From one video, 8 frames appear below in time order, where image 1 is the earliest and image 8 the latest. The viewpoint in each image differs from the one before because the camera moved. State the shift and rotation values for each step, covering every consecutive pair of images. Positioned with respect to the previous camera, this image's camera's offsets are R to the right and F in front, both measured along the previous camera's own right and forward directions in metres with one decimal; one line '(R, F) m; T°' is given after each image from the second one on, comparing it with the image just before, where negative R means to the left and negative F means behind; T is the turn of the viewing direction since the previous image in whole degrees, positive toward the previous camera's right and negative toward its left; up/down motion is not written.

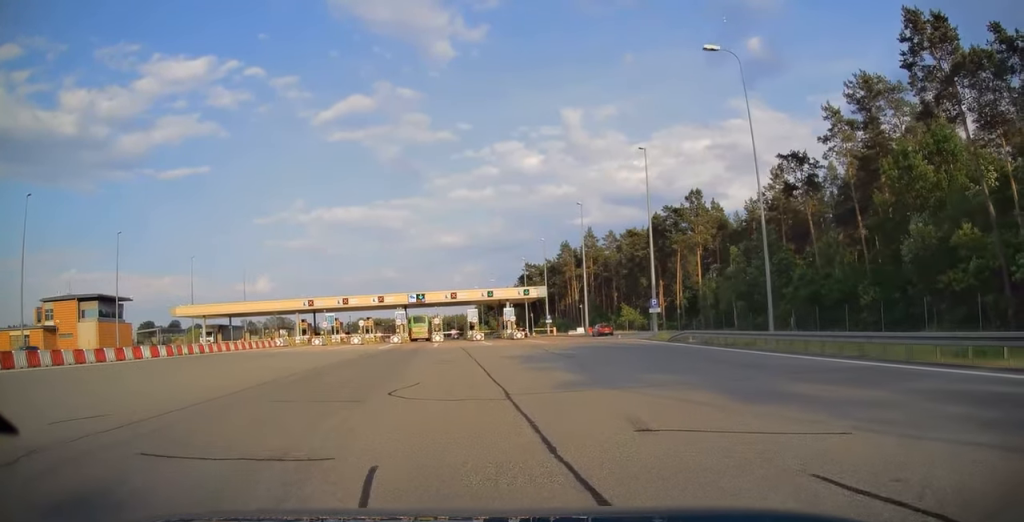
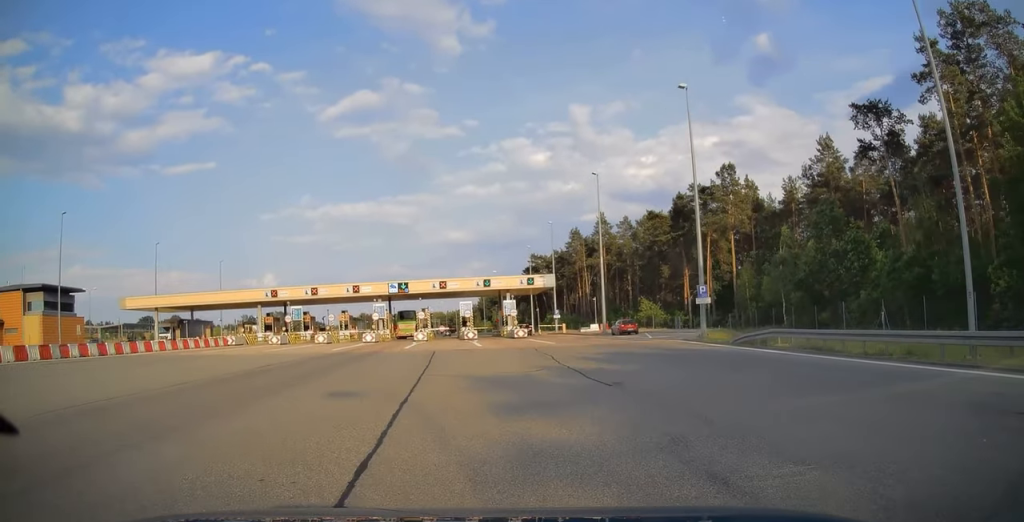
(-0.3, +13.8) m; -1°
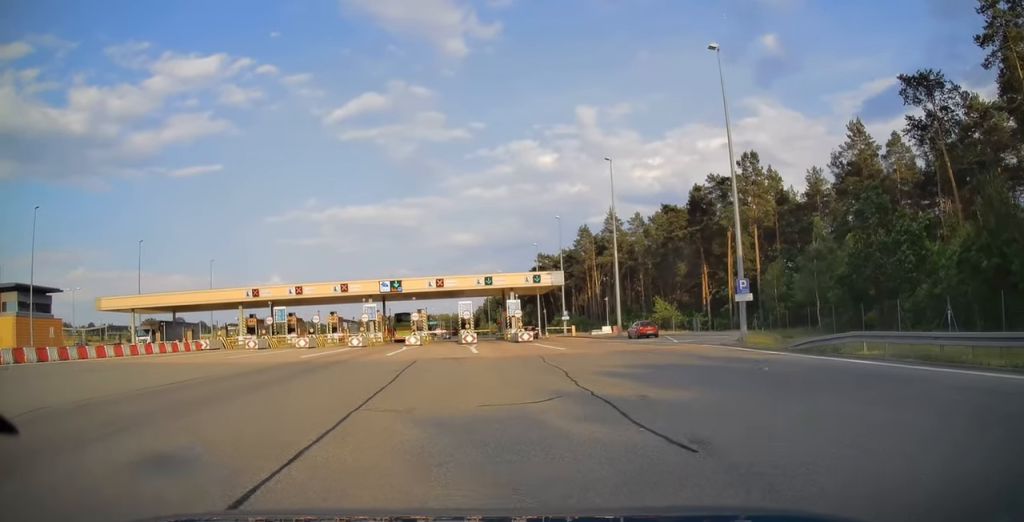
(0.0, +6.6) m; 0°
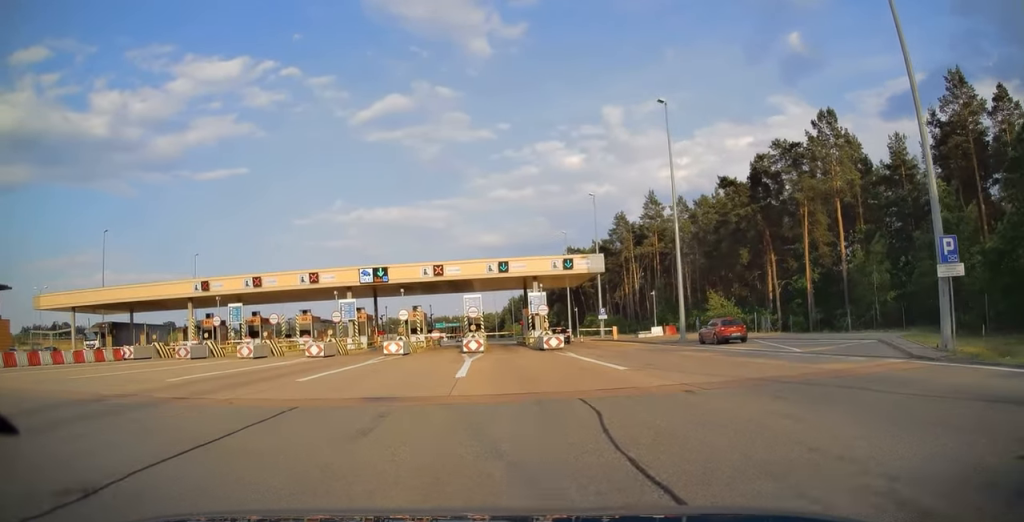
(-0.1, +15.5) m; -3°
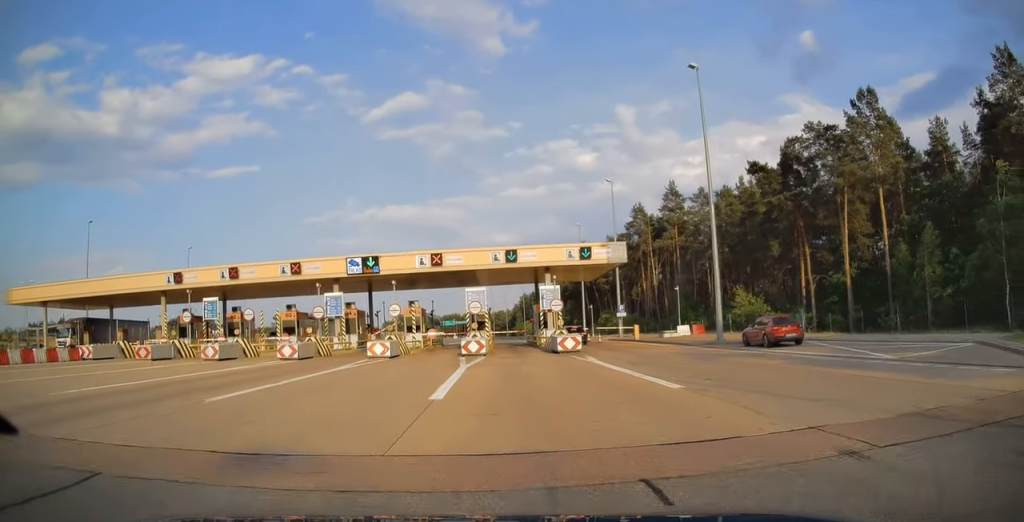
(0.0, +6.0) m; -2°
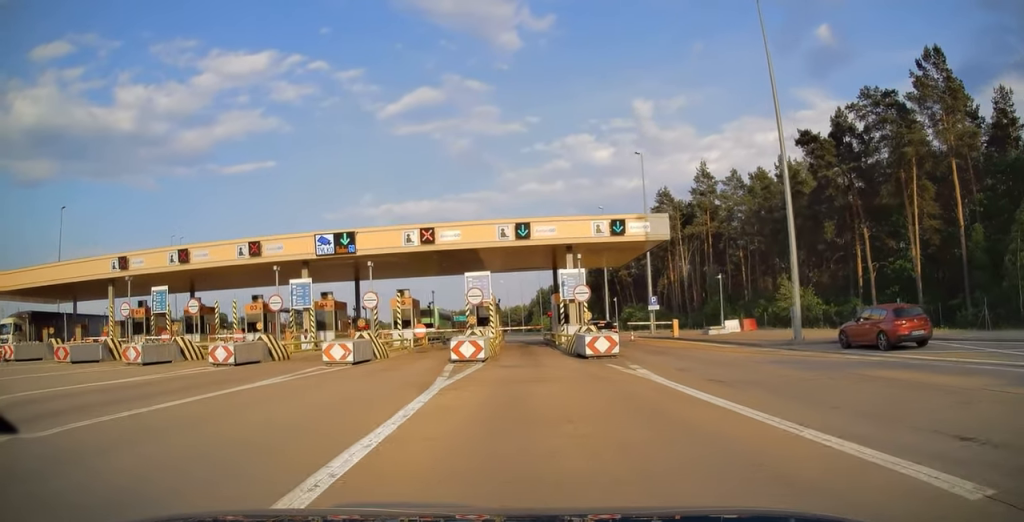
(-0.3, +9.1) m; -1°
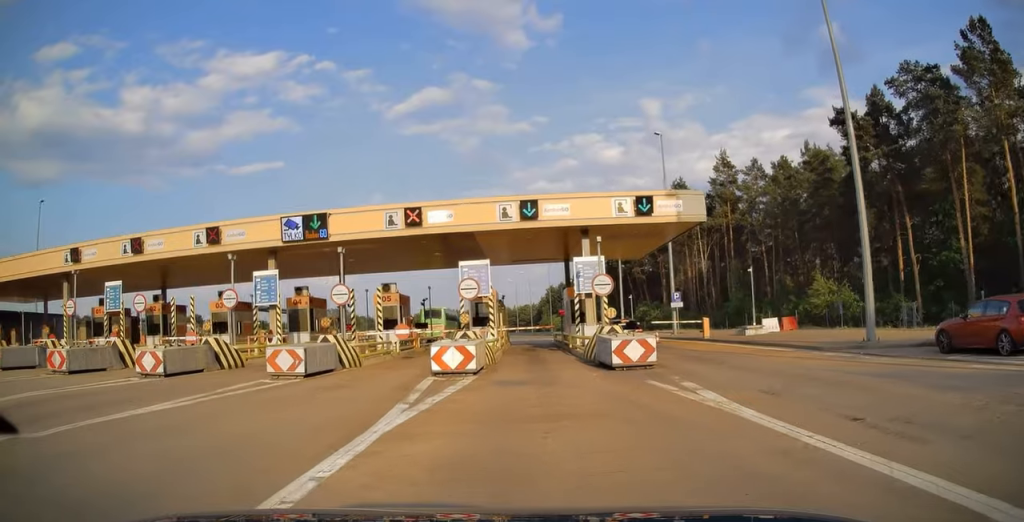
(+0.1, +5.9) m; 0°
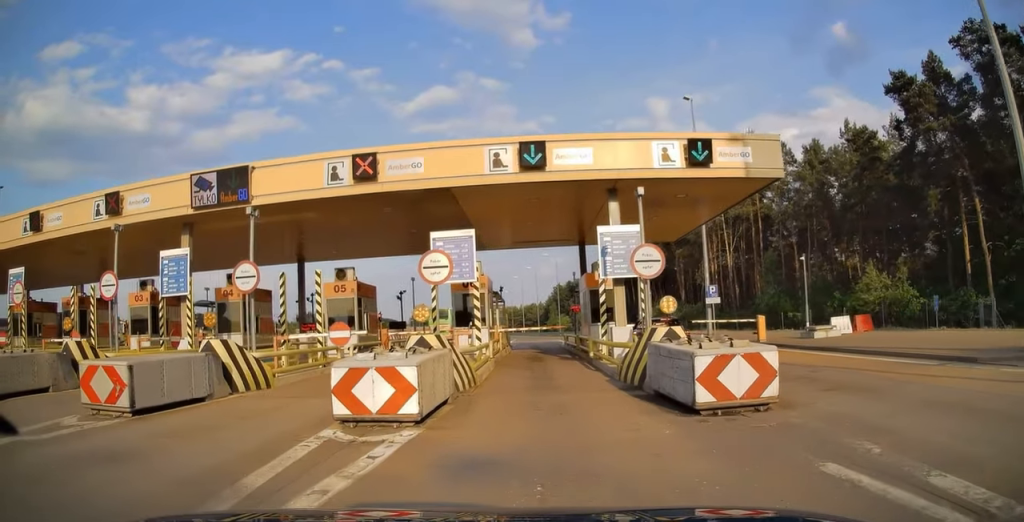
(-0.1, +9.2) m; -1°
